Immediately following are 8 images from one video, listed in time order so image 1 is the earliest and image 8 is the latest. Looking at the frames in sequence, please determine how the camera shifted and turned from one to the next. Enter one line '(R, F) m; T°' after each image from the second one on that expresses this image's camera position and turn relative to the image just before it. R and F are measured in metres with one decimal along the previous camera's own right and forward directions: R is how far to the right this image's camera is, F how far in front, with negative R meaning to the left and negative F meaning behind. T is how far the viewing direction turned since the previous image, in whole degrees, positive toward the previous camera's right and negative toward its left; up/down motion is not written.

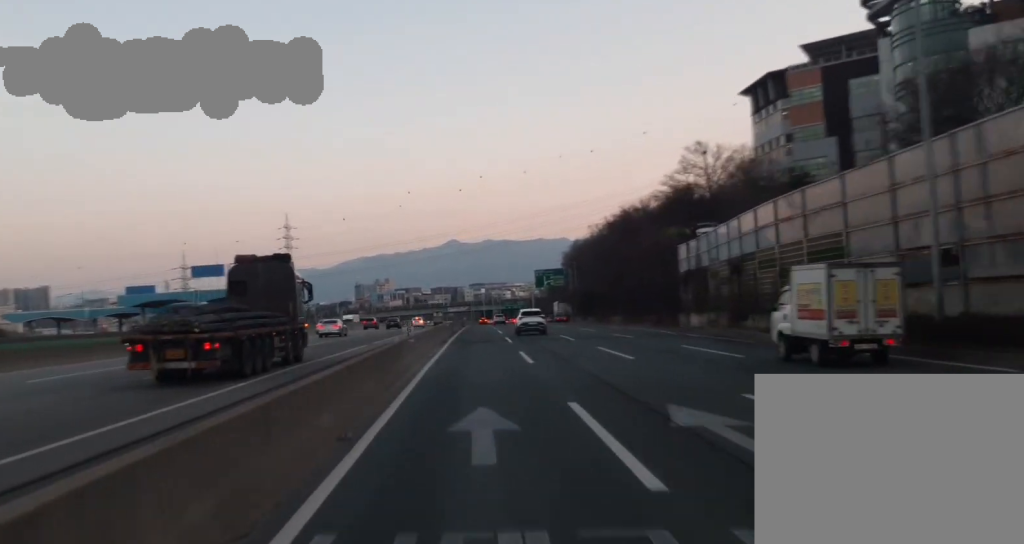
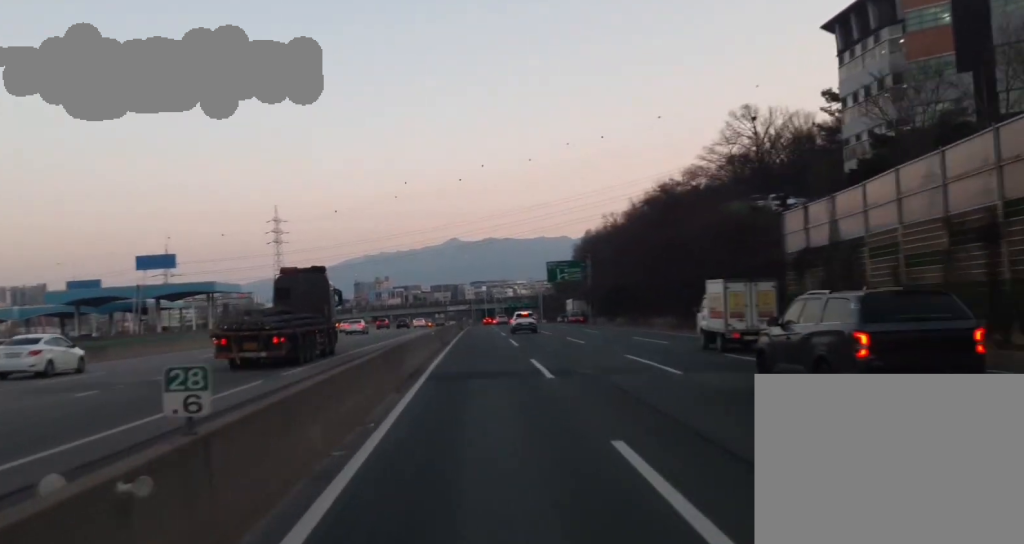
(+0.2, +25.6) m; +1°
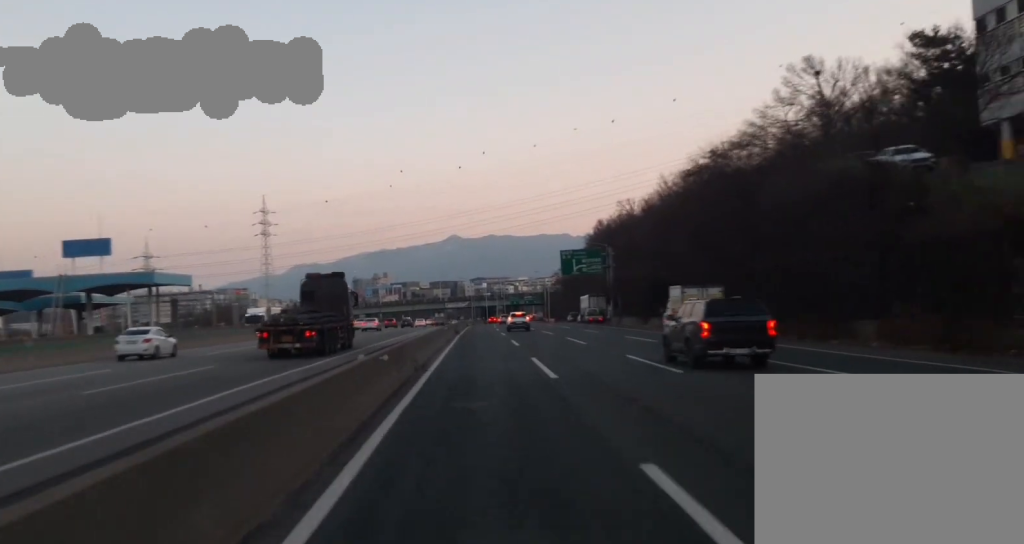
(+0.1, +21.3) m; 0°
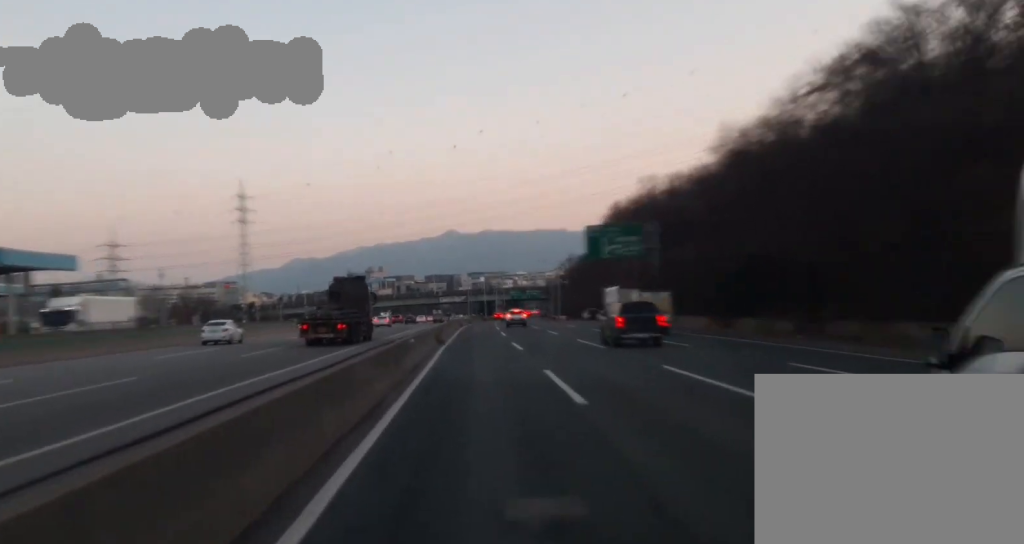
(+0.1, +29.9) m; 0°
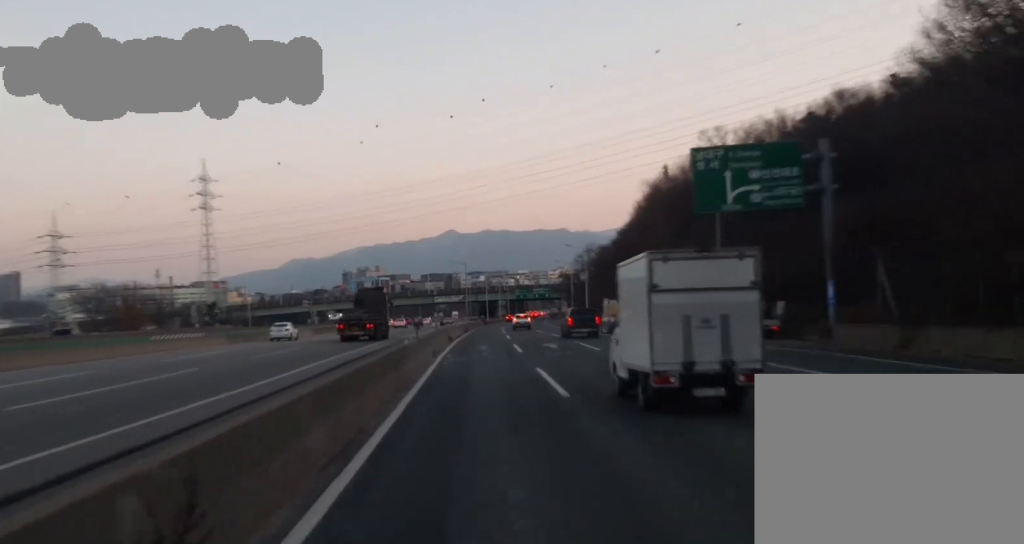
(+0.1, +40.7) m; 0°
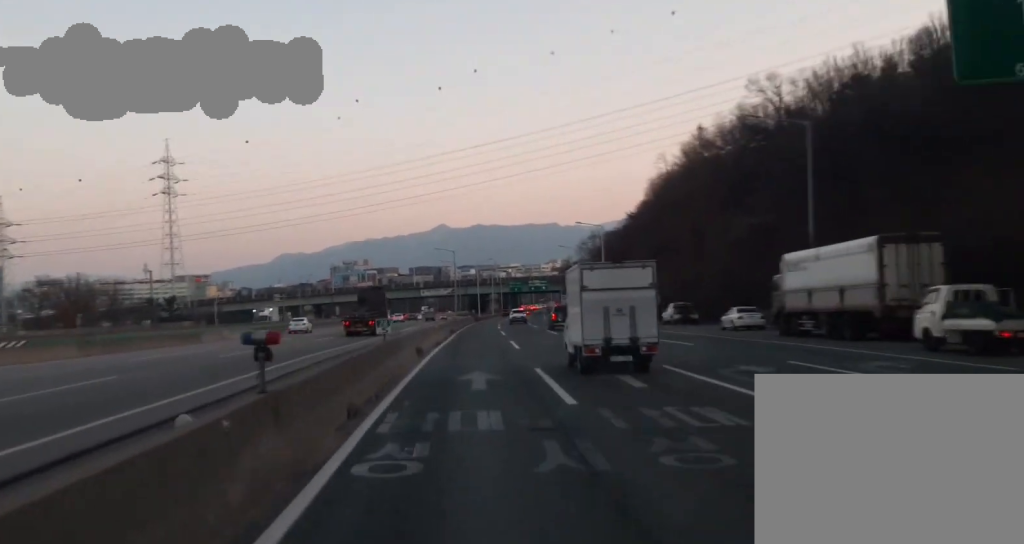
(-0.1, +24.8) m; 0°
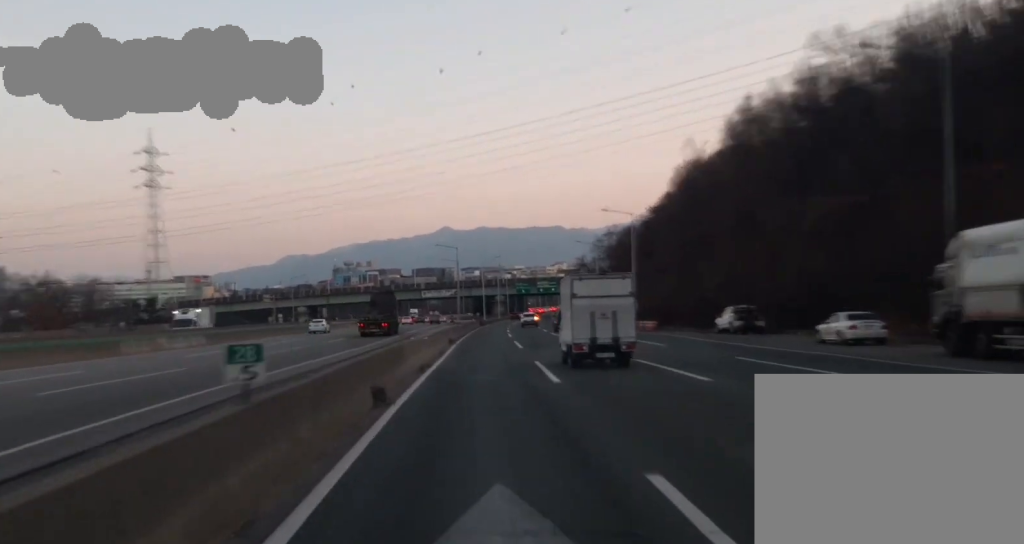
(0.0, +16.2) m; 0°
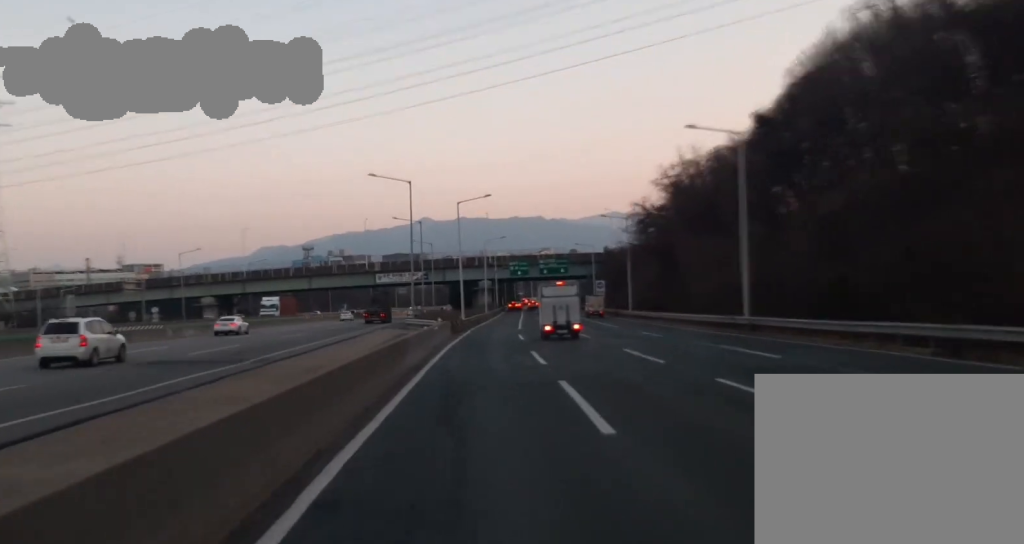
(+1.1, +73.0) m; +1°
